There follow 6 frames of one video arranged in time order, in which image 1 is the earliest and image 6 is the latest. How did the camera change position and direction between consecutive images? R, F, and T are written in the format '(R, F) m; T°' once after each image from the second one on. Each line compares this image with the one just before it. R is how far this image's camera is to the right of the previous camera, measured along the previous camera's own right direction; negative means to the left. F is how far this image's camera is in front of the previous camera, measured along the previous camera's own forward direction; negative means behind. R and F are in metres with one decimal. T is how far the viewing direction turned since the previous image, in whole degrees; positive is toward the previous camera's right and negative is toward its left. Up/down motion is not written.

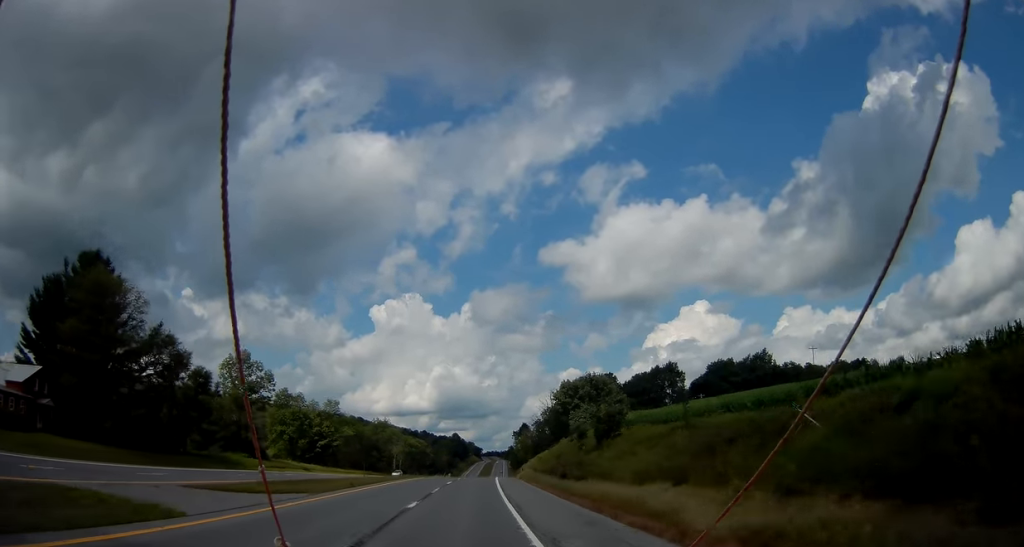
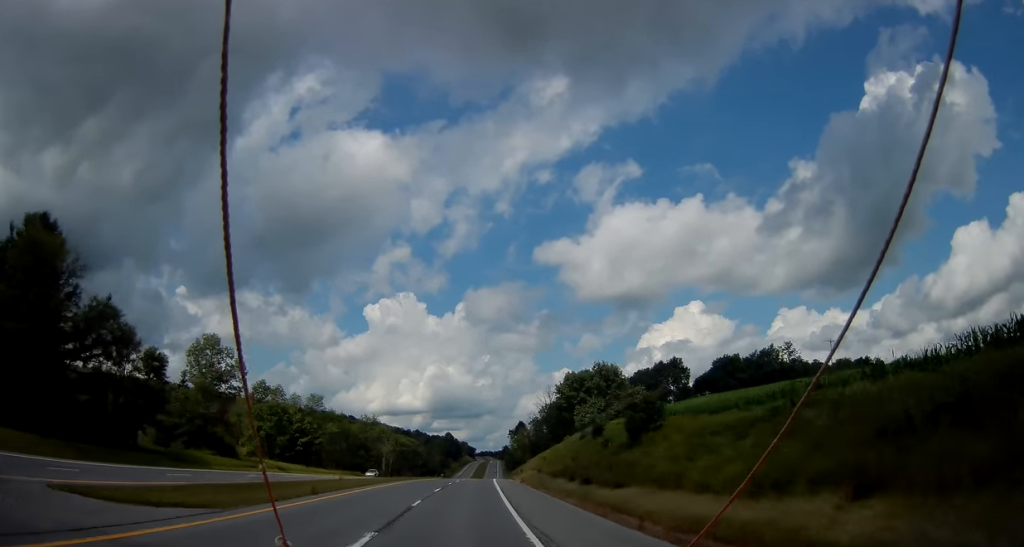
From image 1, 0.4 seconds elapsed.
(0.0, +11.1) m; 0°
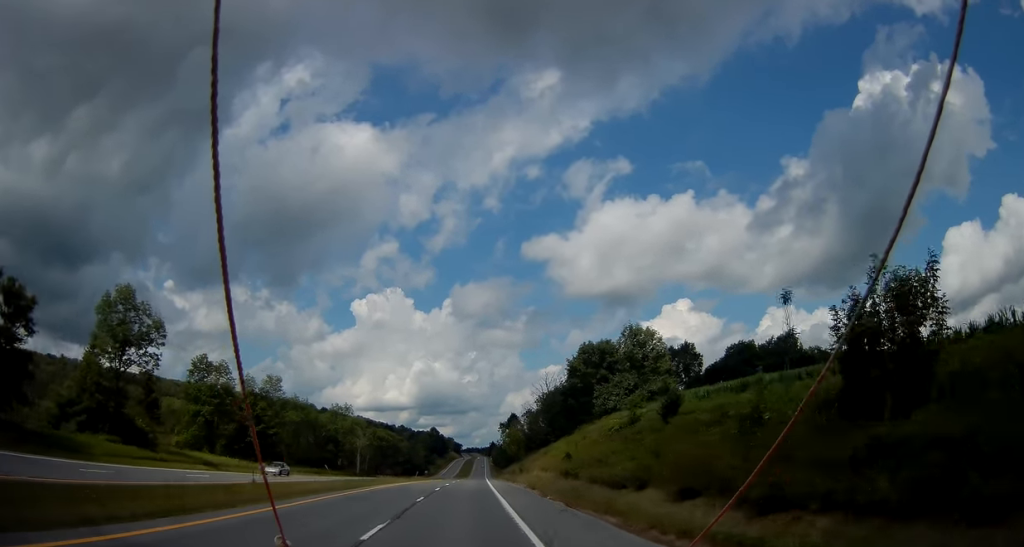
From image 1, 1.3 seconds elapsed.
(+0.1, +23.2) m; +1°
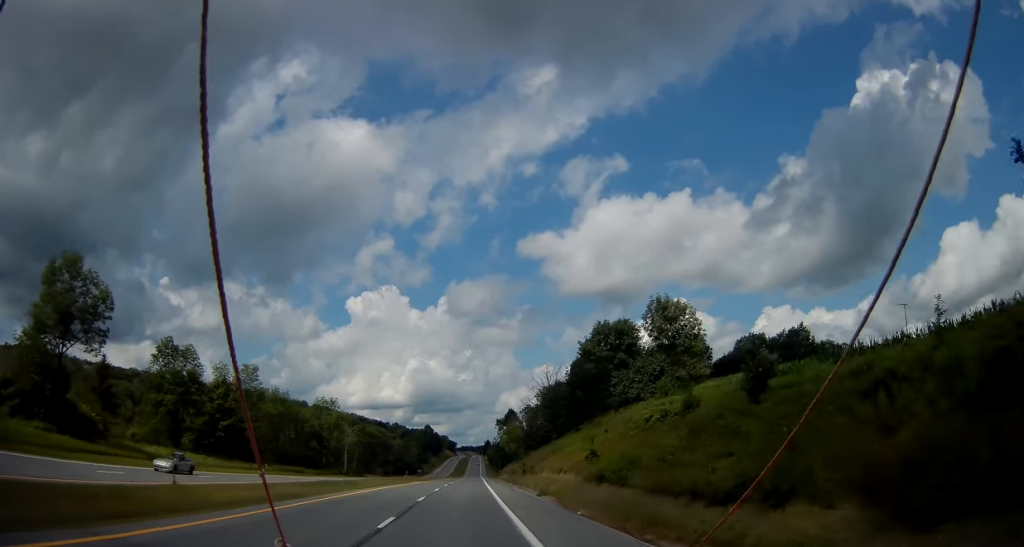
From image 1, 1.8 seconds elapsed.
(+0.1, +10.9) m; +1°
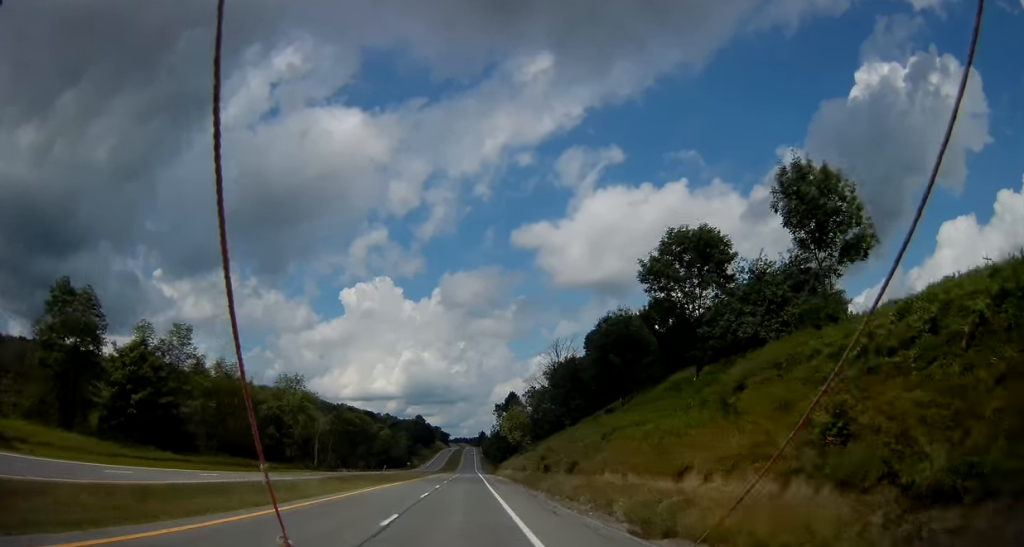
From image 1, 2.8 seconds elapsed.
(+0.5, +25.0) m; +2°
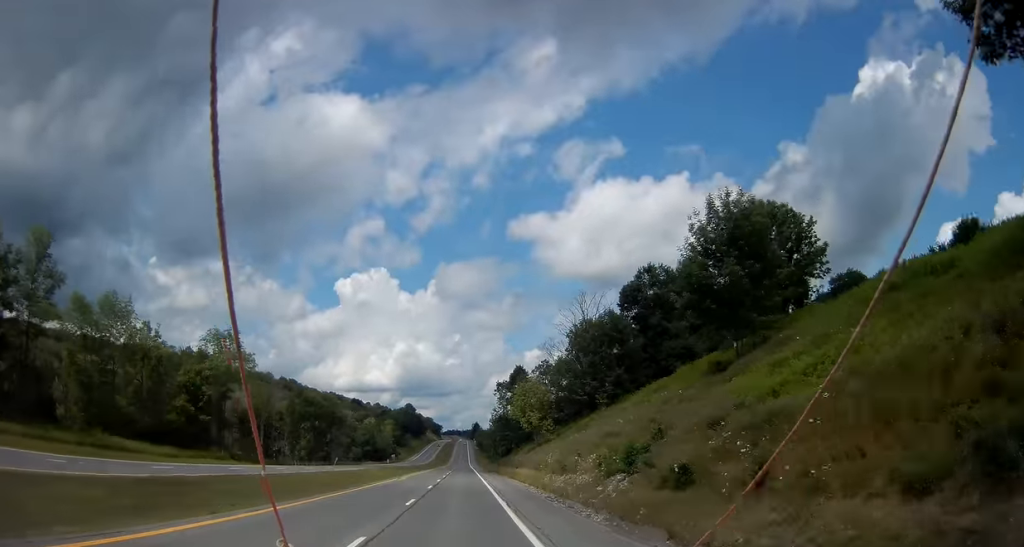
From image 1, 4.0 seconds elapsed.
(+0.3, +31.1) m; 0°
